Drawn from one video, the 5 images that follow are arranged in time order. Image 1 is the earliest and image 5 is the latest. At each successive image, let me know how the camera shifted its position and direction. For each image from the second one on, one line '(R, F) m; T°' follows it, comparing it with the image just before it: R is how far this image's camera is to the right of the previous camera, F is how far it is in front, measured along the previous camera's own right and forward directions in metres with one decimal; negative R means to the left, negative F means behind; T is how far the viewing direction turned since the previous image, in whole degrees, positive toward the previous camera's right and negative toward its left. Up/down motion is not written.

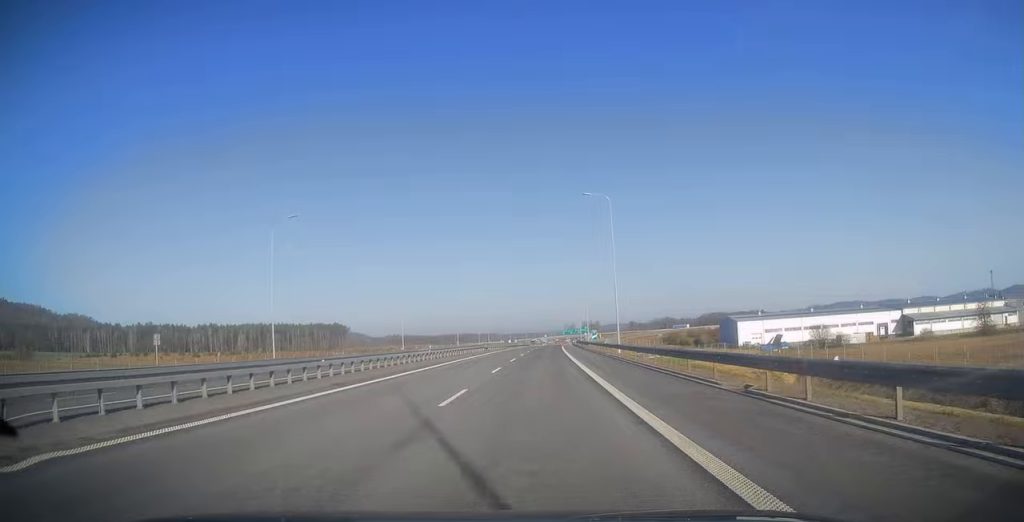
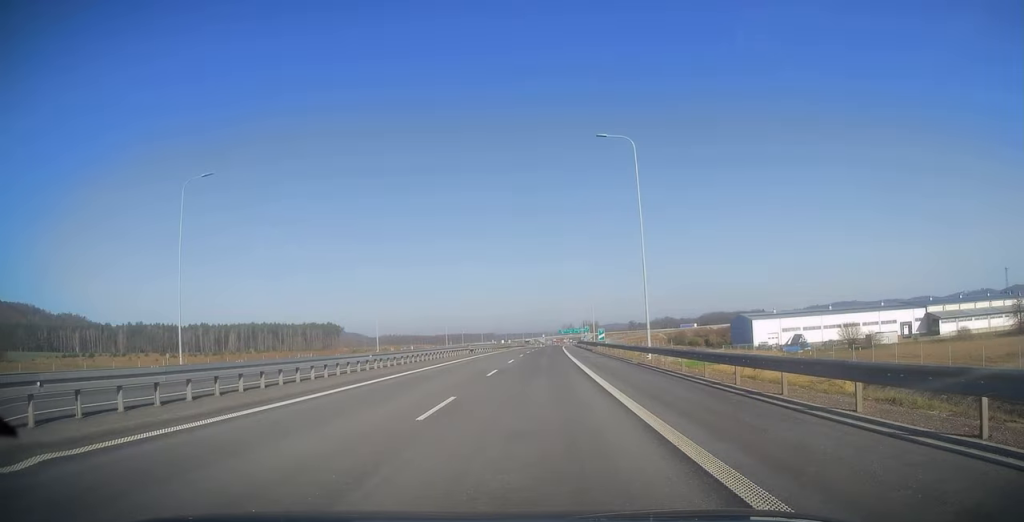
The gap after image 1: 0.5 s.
(0.0, +14.0) m; 0°
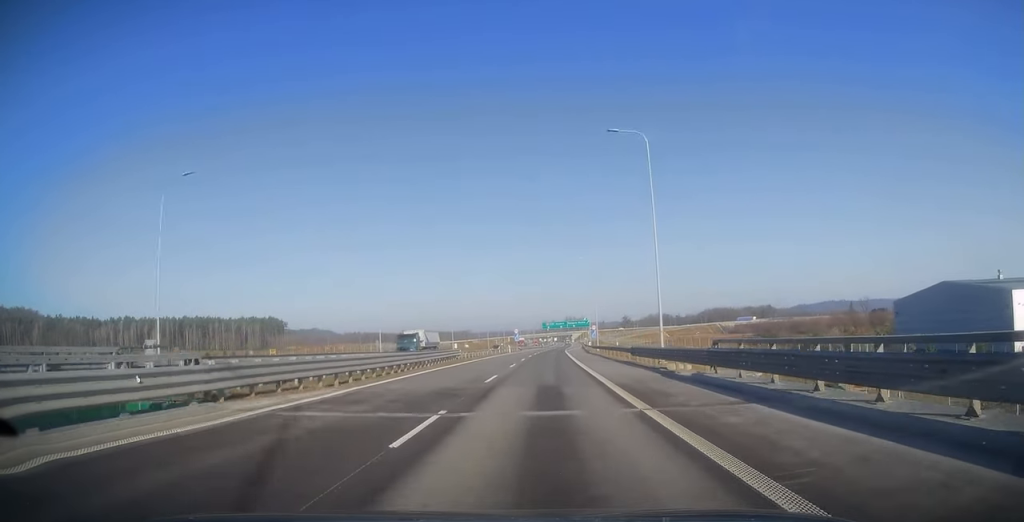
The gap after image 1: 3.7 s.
(+1.6, +99.0) m; +2°
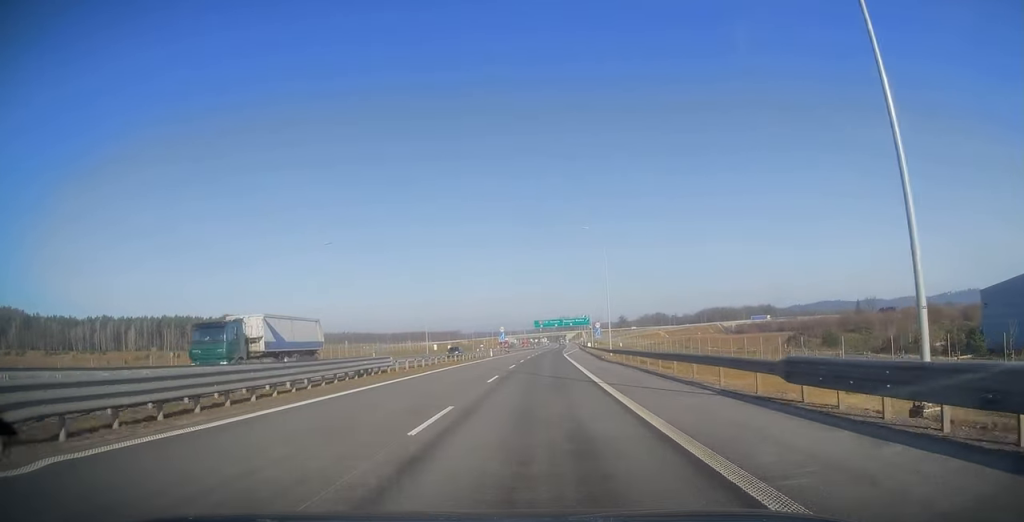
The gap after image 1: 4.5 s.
(-0.1, +22.8) m; 0°
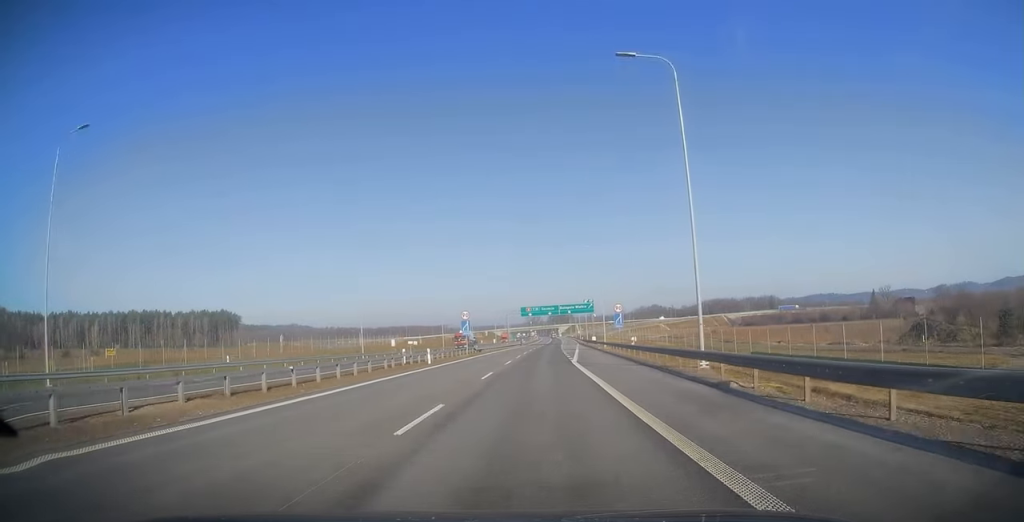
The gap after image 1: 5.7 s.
(+0.6, +36.2) m; +1°
